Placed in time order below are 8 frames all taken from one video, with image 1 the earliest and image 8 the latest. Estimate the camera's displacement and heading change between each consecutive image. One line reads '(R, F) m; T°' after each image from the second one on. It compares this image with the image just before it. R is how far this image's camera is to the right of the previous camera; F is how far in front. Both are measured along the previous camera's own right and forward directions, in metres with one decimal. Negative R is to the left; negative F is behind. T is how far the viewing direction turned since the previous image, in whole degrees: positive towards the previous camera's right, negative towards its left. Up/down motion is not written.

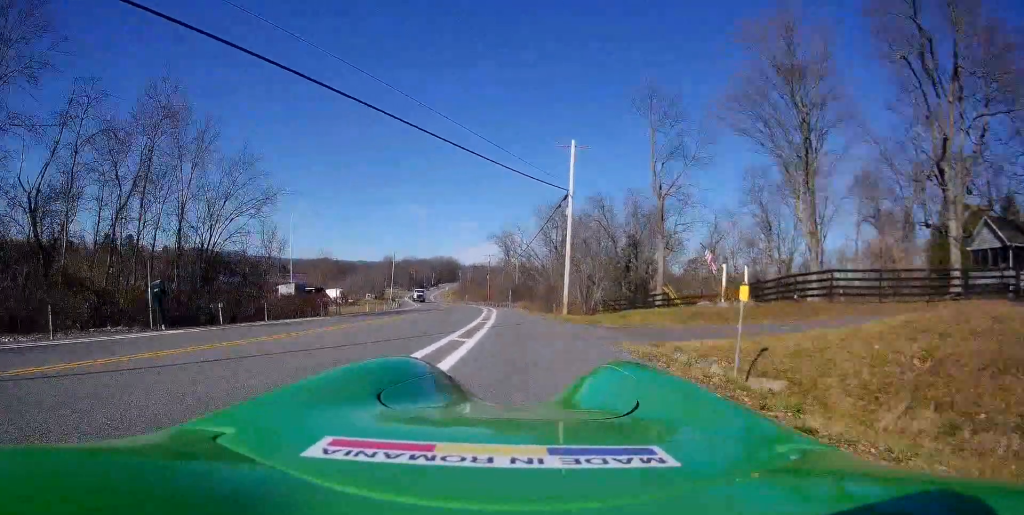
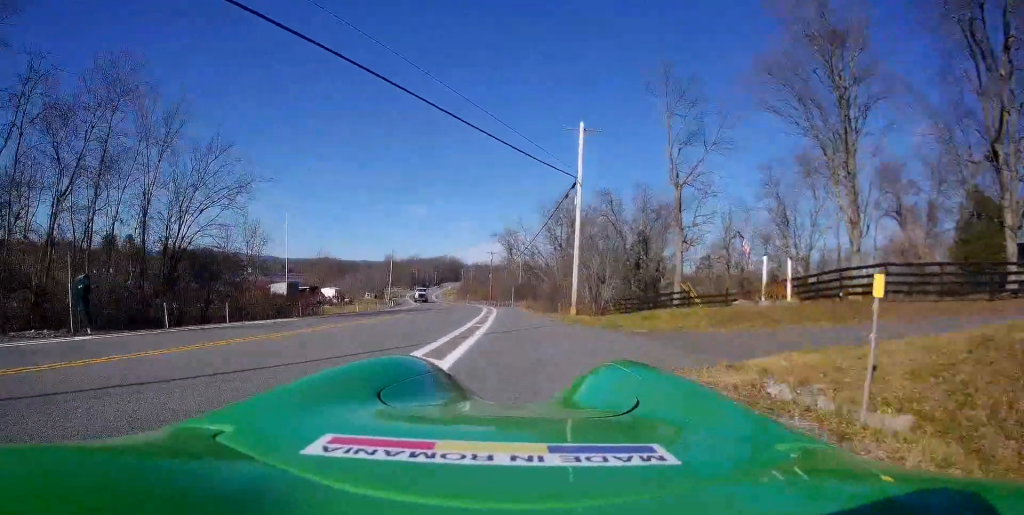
(0.0, +4.2) m; -1°
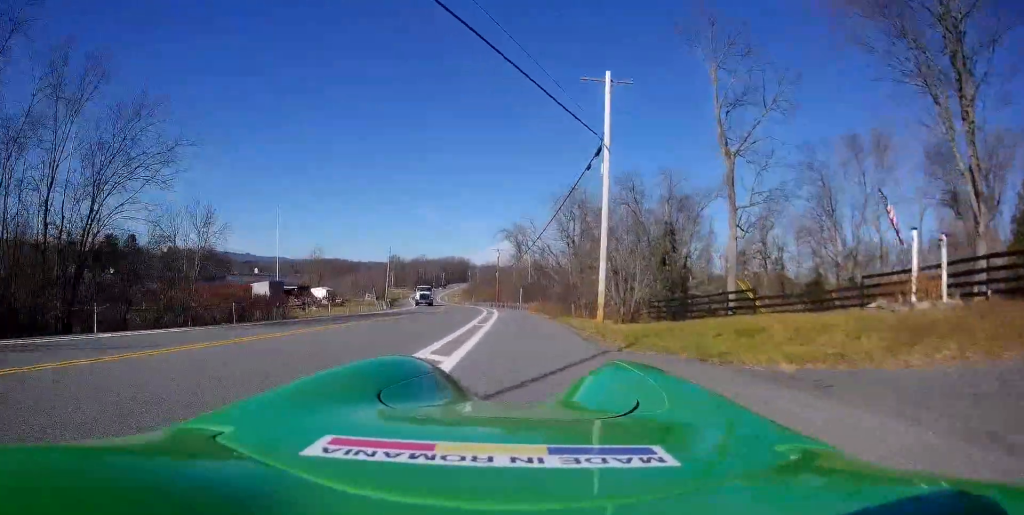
(0.0, +8.5) m; -1°
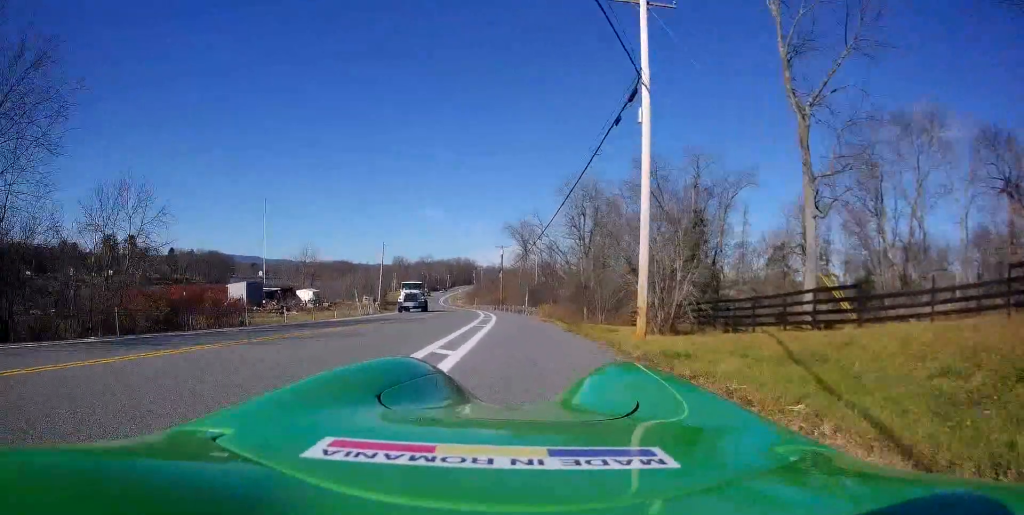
(-0.2, +7.7) m; 0°
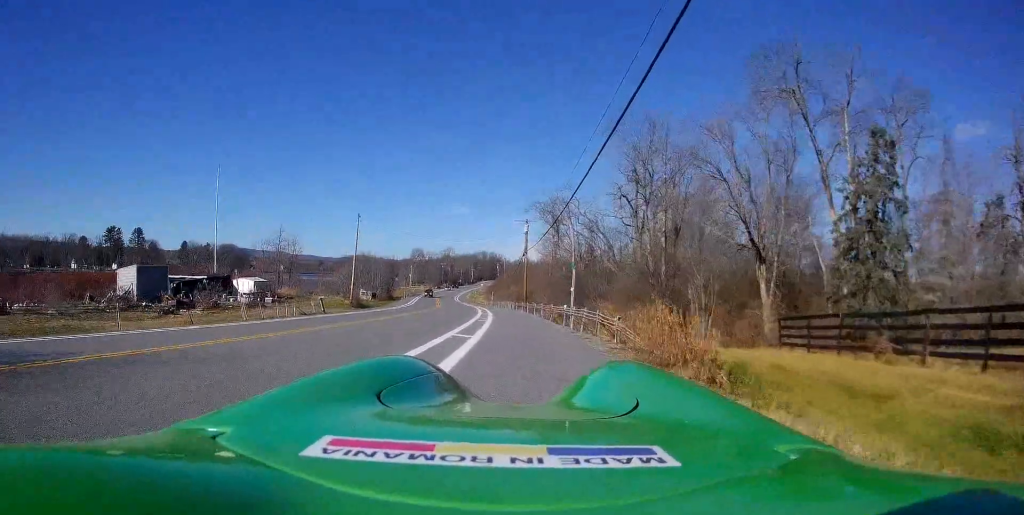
(+0.3, +25.0) m; -2°
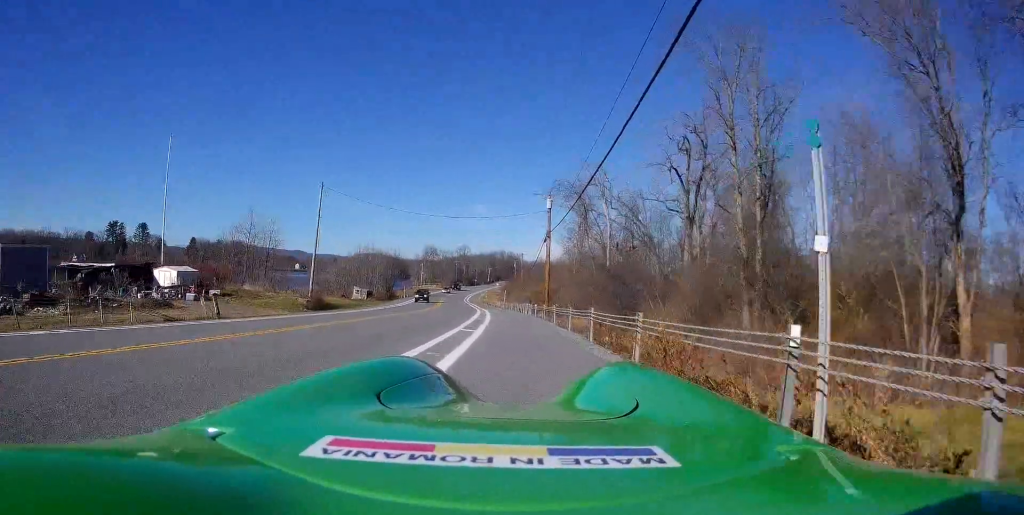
(-0.7, +15.7) m; -3°
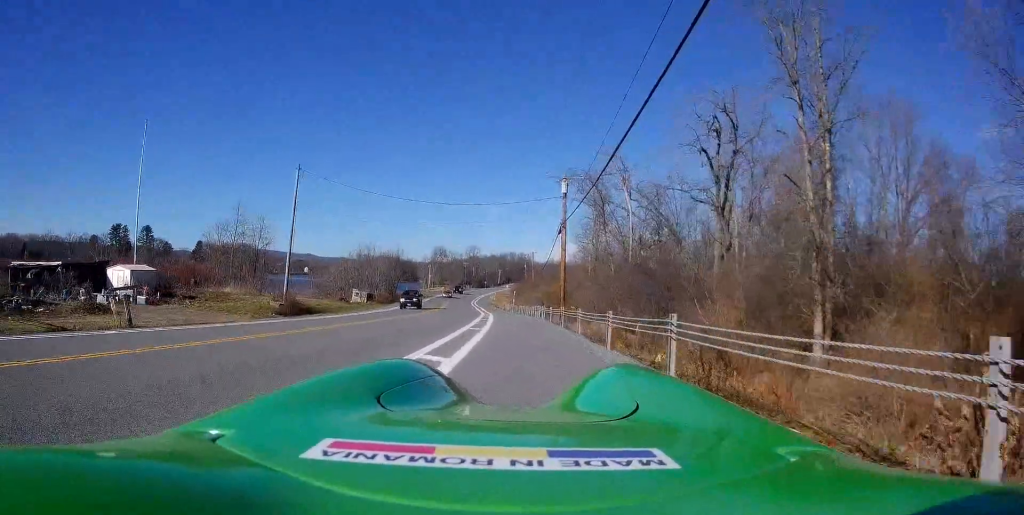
(0.0, +6.8) m; 0°
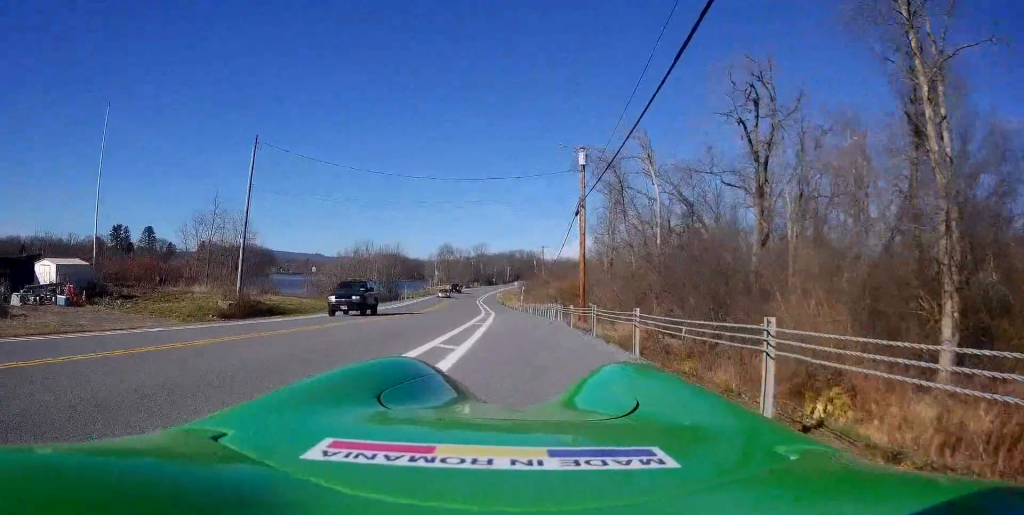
(0.0, +7.4) m; -1°
